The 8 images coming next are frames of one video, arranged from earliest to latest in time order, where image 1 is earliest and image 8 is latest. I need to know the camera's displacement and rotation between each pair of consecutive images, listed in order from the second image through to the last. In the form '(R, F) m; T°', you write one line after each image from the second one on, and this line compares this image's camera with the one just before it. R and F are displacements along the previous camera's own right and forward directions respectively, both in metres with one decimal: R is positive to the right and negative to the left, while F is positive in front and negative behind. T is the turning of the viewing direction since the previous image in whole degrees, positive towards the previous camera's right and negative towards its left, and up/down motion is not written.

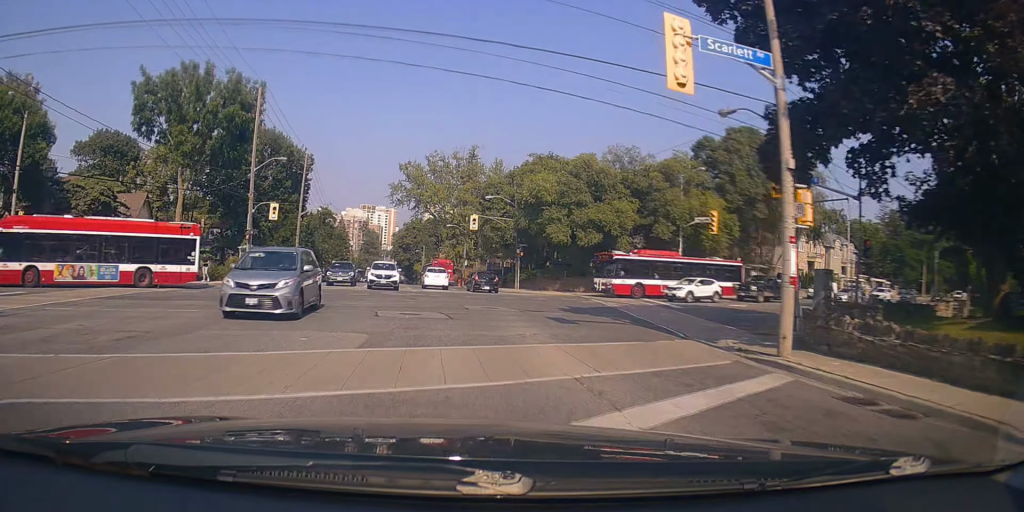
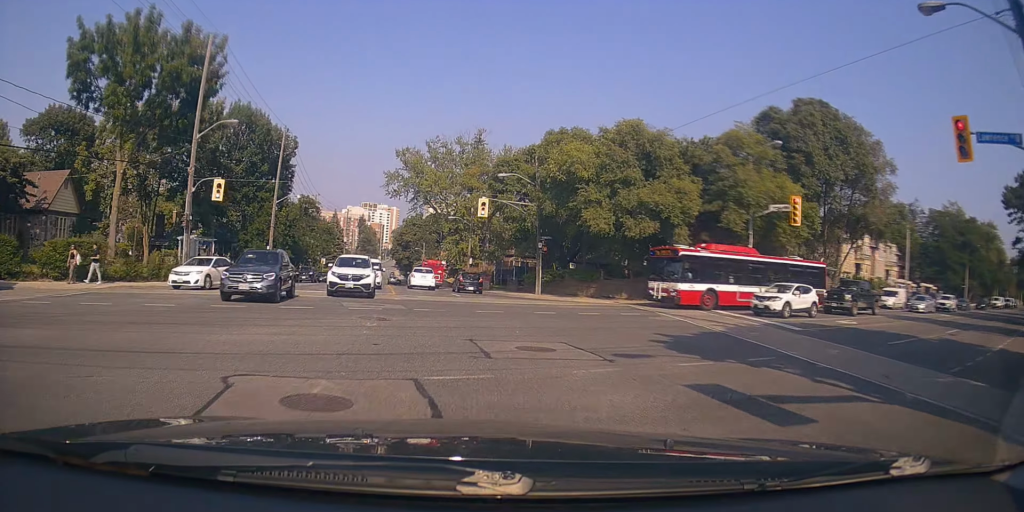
(0.0, +11.0) m; -1°
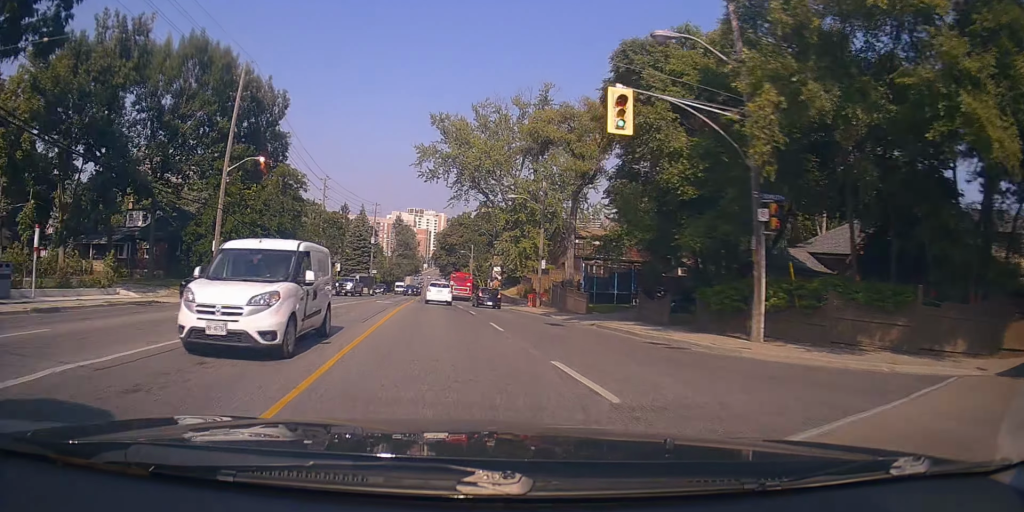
(-0.5, +23.3) m; -3°
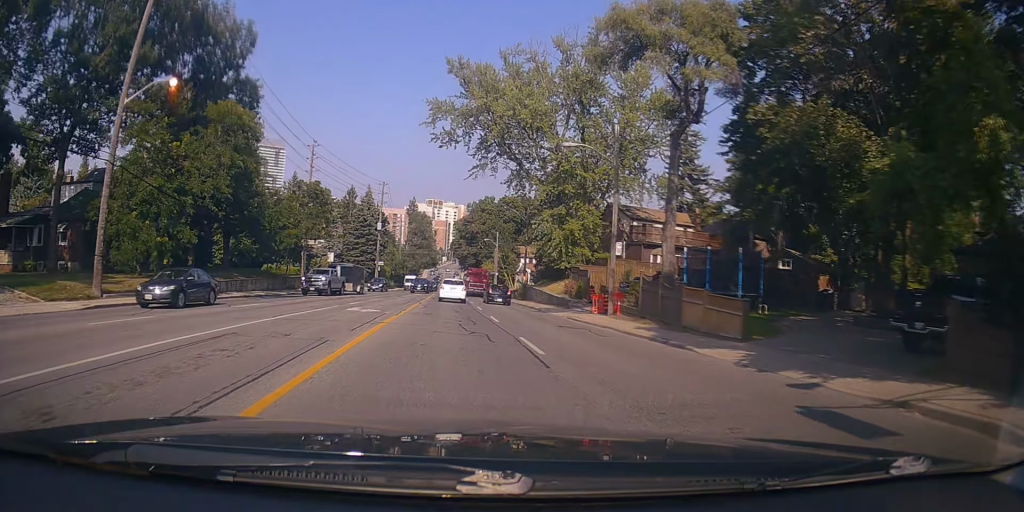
(-0.3, +14.6) m; -3°
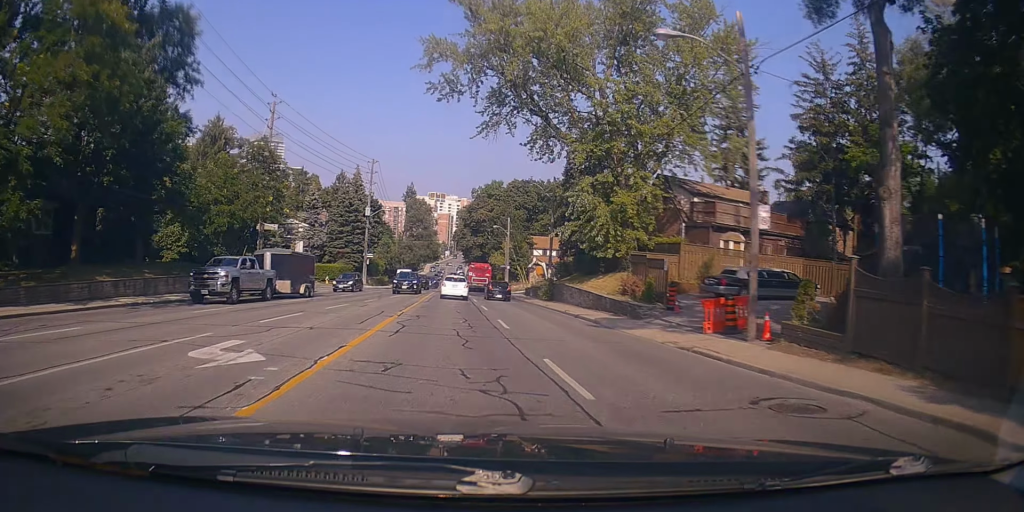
(-0.5, +13.0) m; -1°
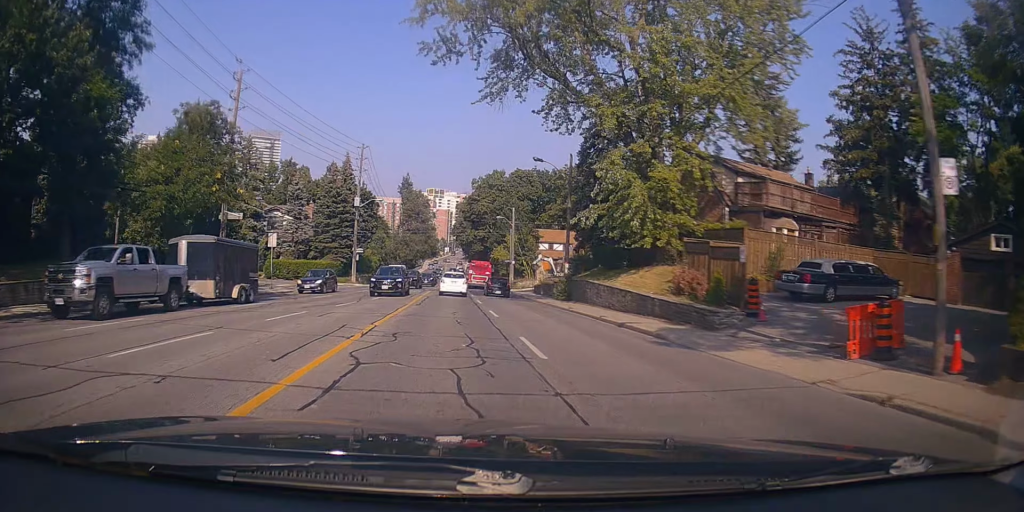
(-0.4, +6.6) m; +1°
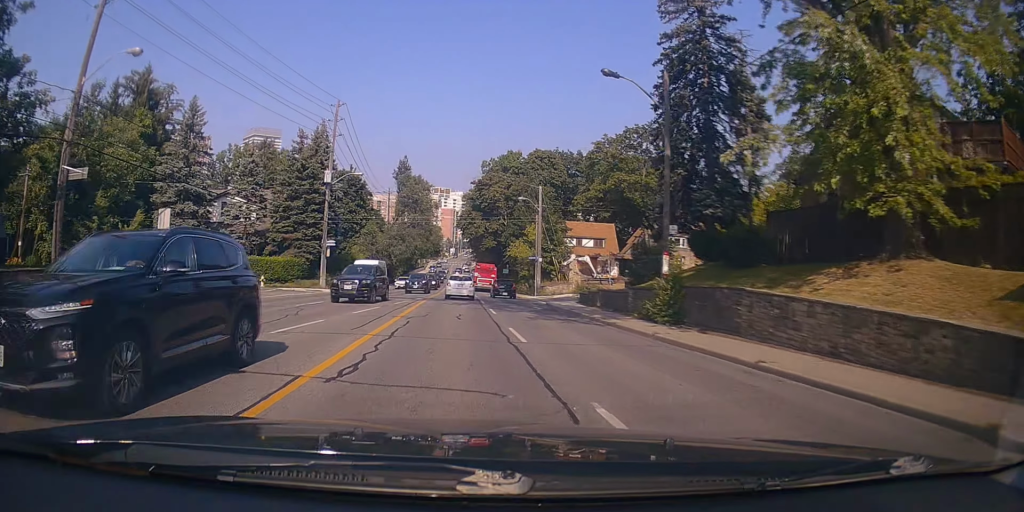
(+1.1, +15.8) m; +4°
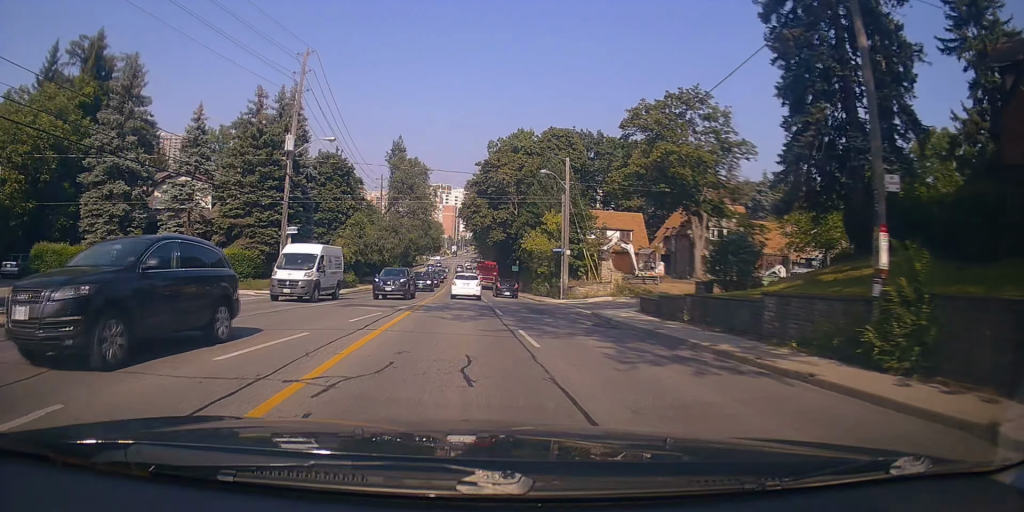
(+0.1, +10.6) m; -2°
